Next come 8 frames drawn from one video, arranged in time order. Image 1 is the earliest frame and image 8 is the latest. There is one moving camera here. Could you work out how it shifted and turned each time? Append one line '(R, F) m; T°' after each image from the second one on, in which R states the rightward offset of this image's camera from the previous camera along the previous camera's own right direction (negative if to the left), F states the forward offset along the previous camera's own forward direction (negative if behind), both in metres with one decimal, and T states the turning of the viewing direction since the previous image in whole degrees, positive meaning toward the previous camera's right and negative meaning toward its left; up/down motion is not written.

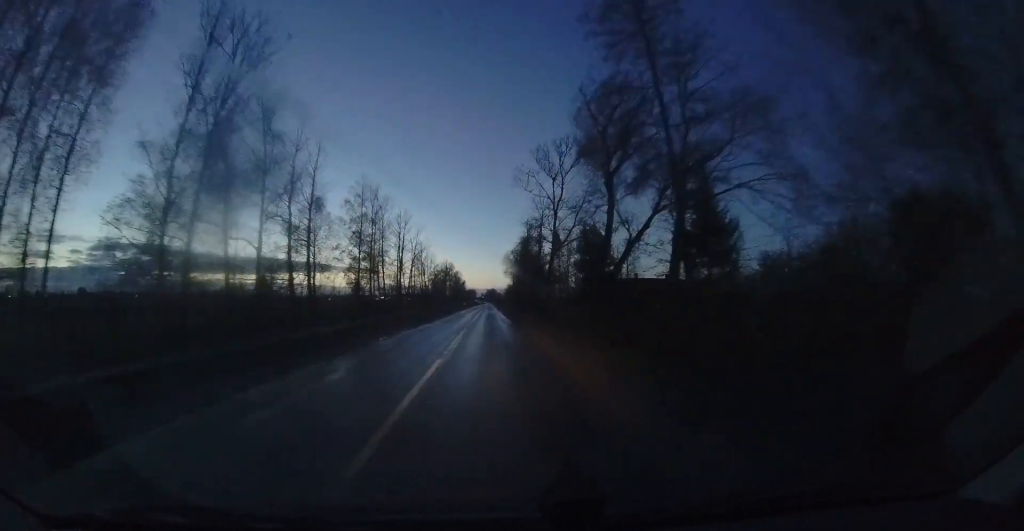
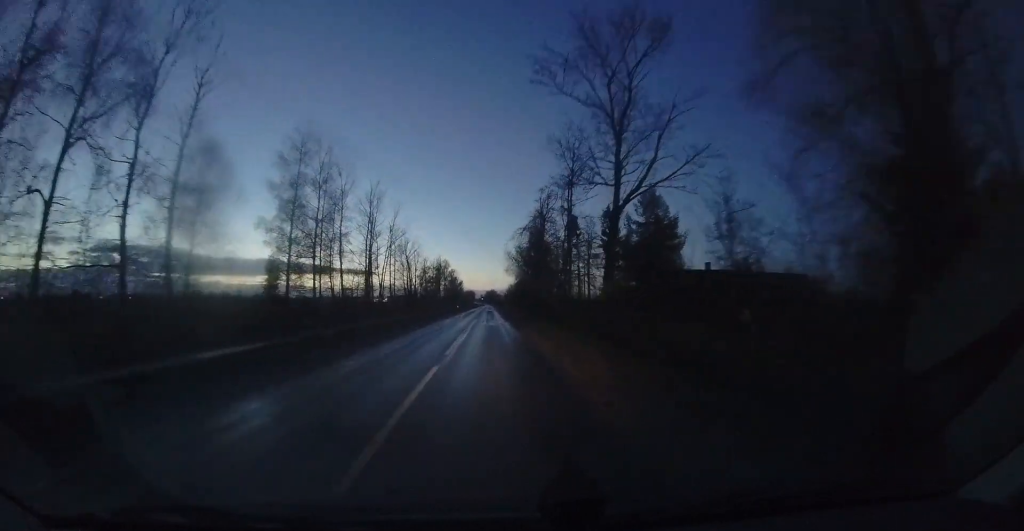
(0.0, +16.8) m; 0°
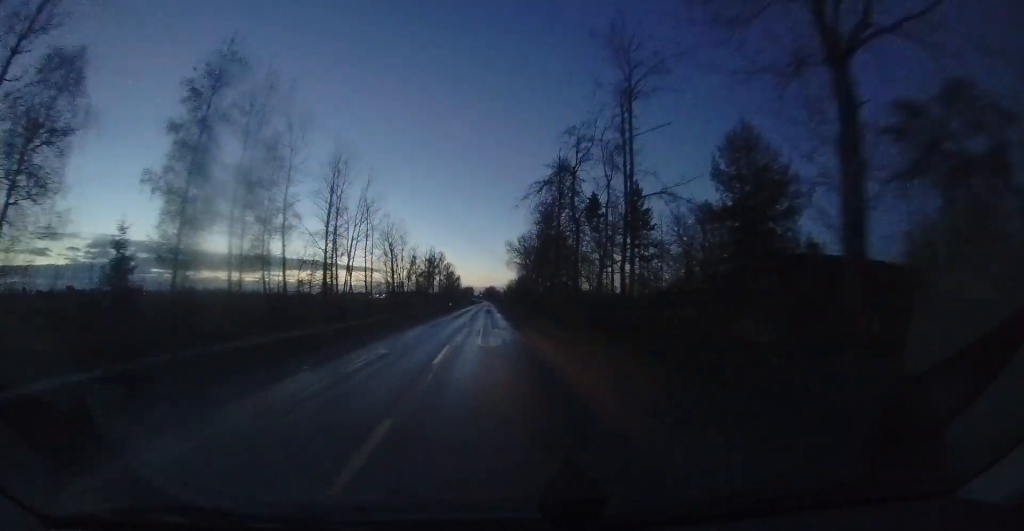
(-0.1, +12.2) m; 0°
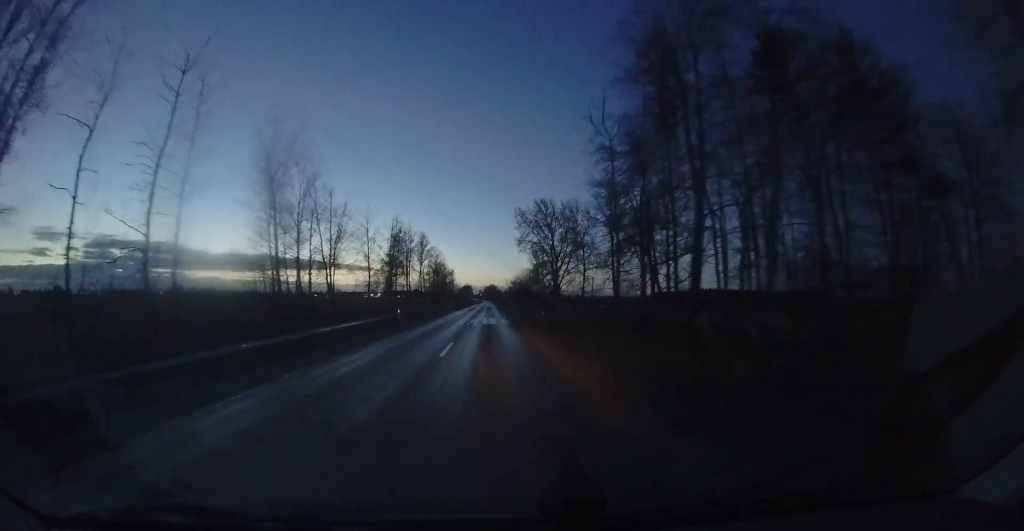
(+0.1, +34.7) m; +1°
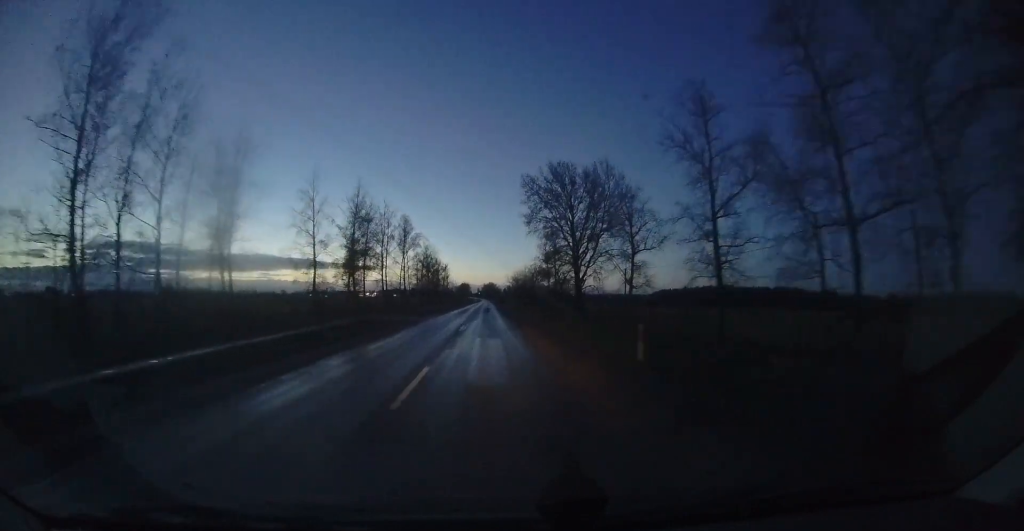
(+0.1, +16.5) m; 0°
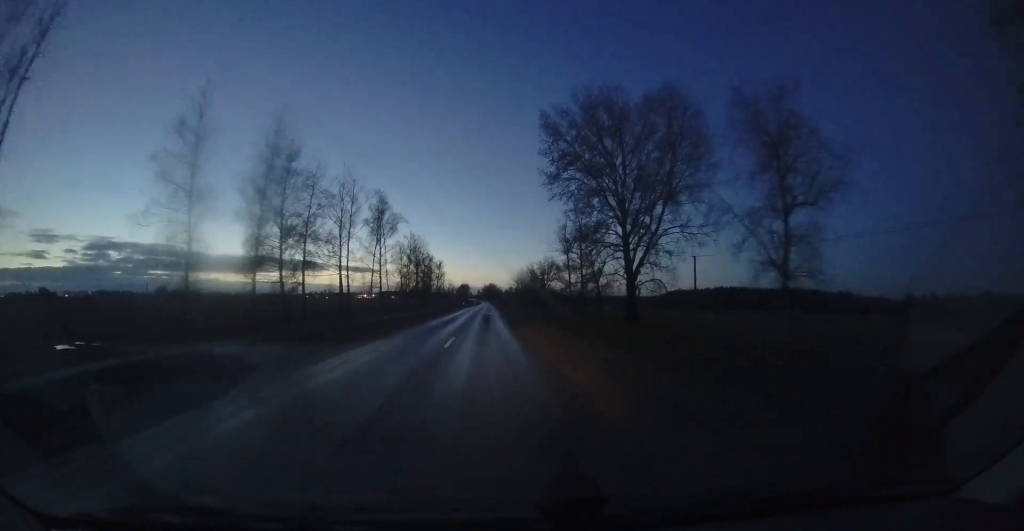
(0.0, +17.1) m; 0°
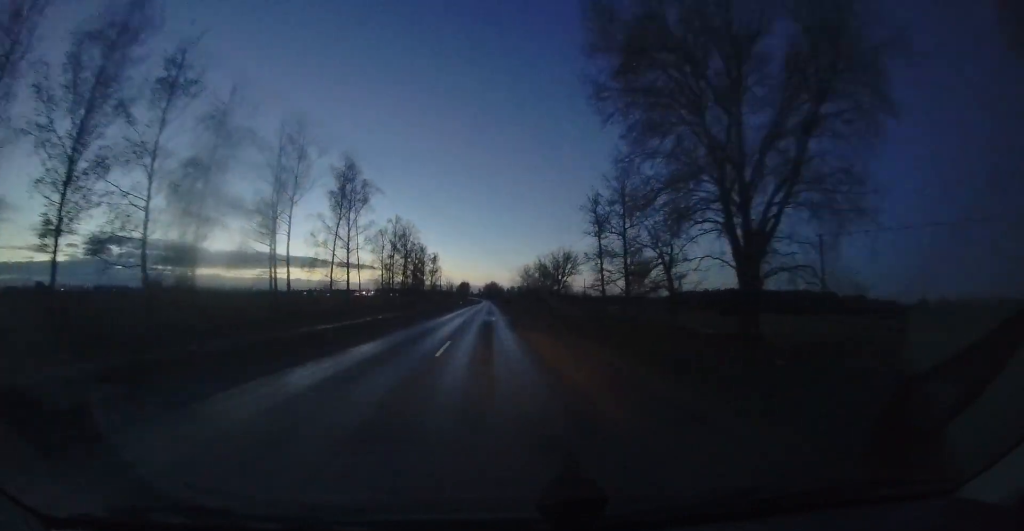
(0.0, +14.0) m; +1°
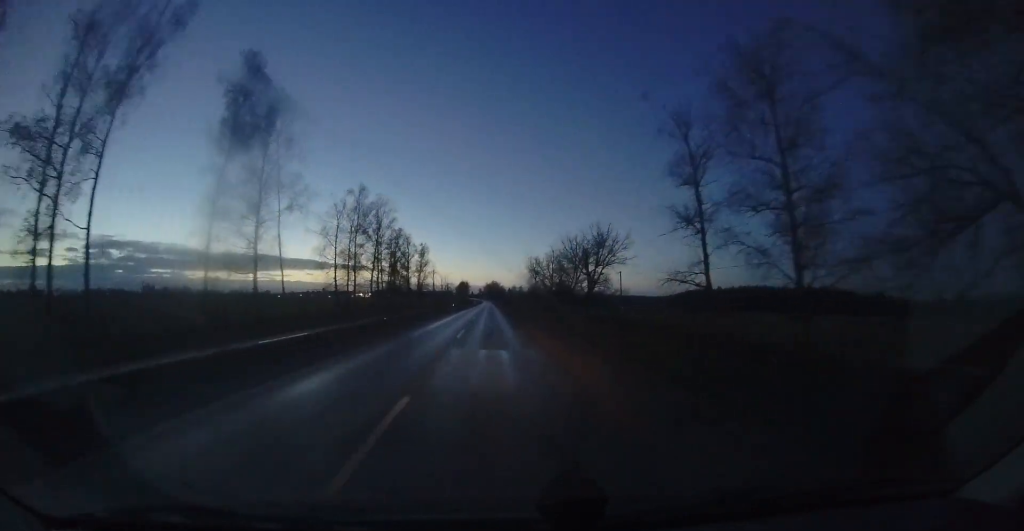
(+0.1, +18.3) m; +1°
